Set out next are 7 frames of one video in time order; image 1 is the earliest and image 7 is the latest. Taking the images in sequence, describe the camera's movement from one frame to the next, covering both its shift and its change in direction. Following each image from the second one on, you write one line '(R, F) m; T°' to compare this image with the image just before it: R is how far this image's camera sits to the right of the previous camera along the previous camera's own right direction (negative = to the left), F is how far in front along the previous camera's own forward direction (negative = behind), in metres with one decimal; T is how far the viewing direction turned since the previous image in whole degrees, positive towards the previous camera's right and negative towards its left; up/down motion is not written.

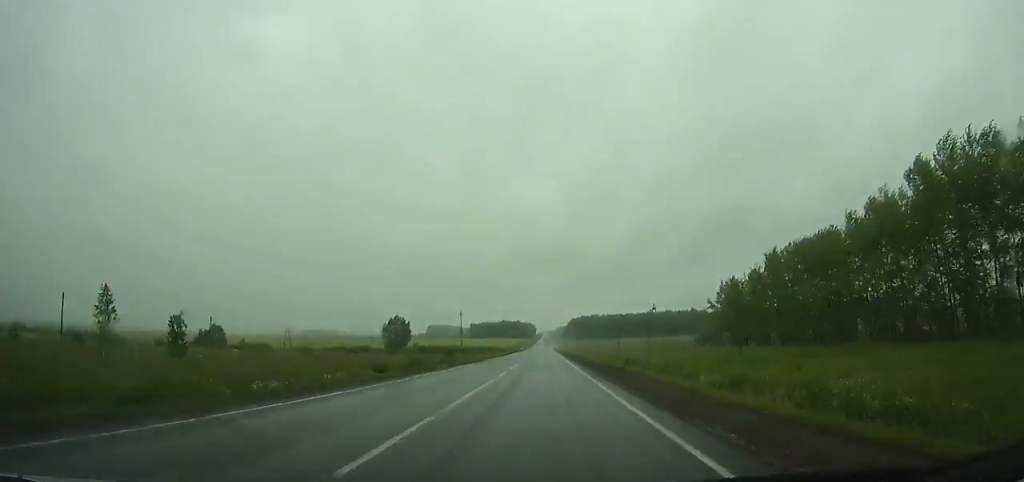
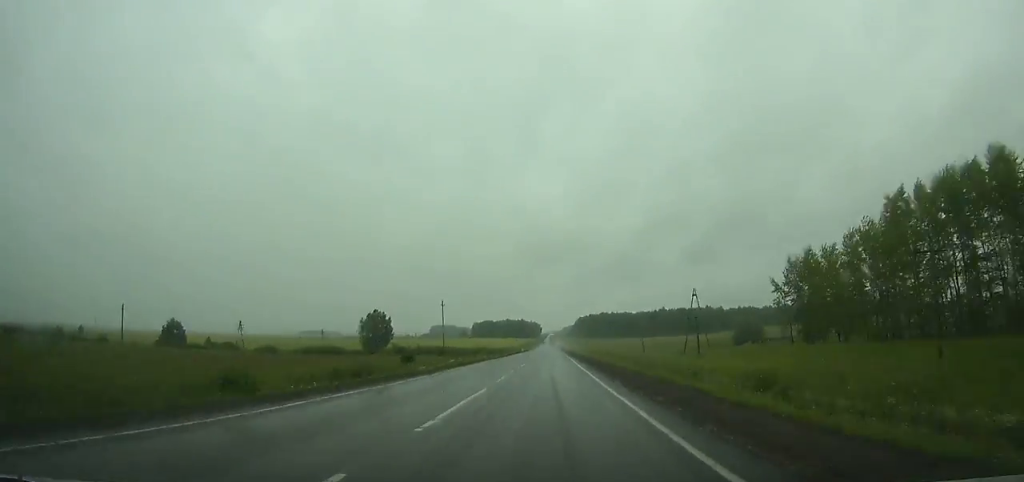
(0.0, +35.7) m; 0°
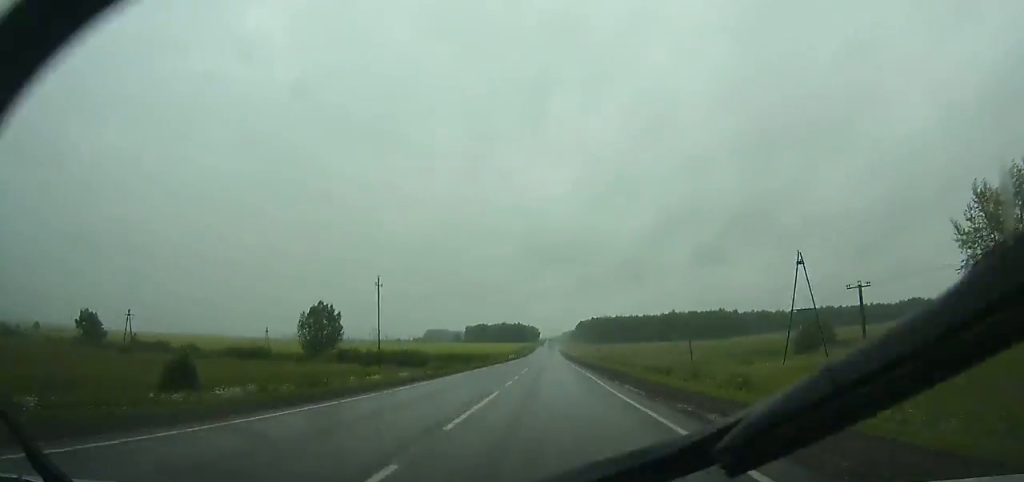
(-0.2, +47.4) m; 0°
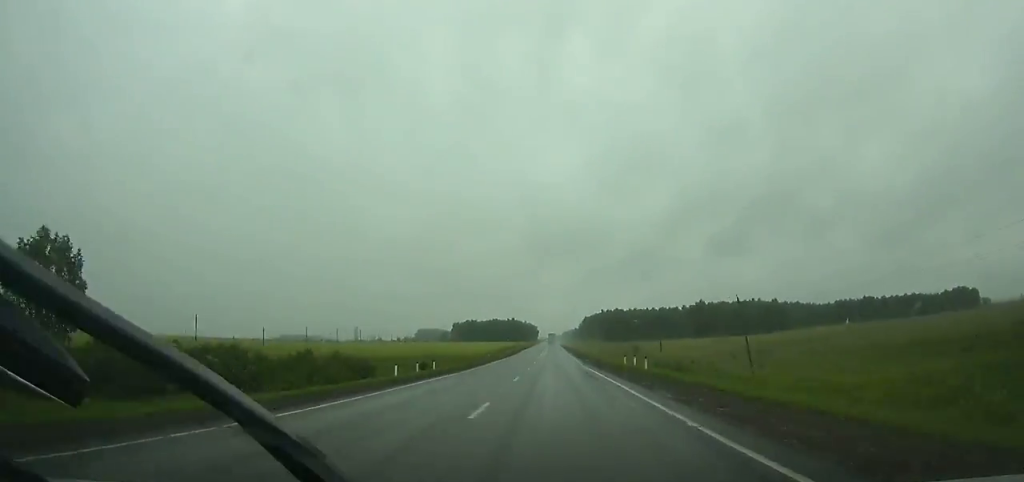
(-0.2, +88.5) m; 0°
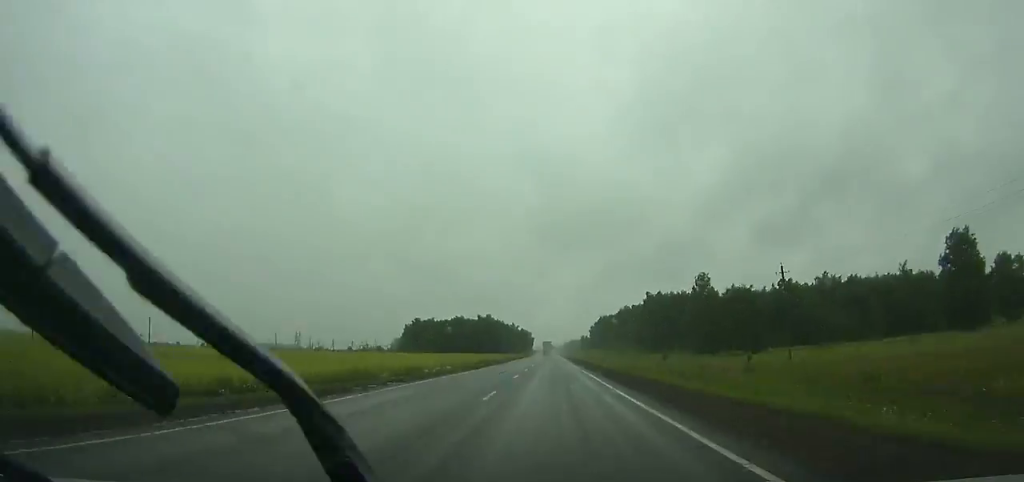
(+0.7, +186.6) m; 0°
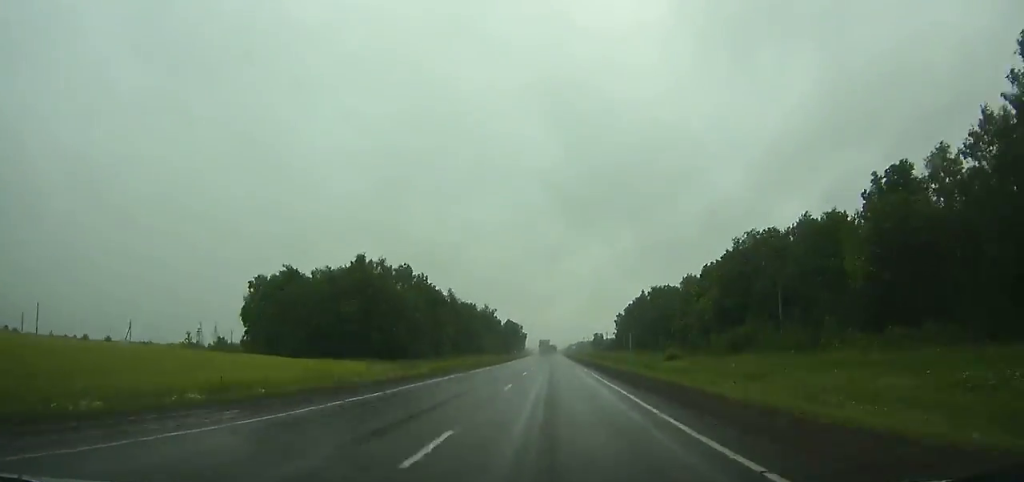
(-0.3, +176.0) m; 0°
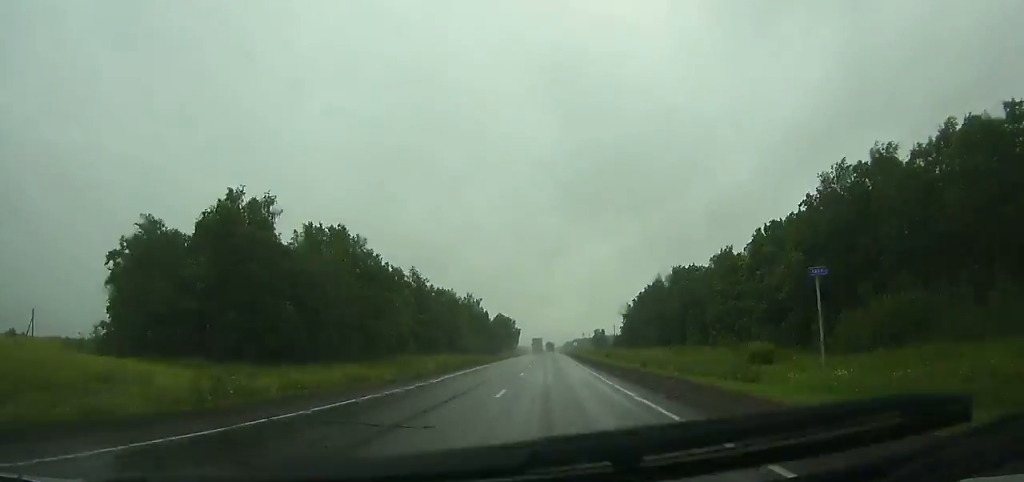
(0.0, +38.7) m; 0°
